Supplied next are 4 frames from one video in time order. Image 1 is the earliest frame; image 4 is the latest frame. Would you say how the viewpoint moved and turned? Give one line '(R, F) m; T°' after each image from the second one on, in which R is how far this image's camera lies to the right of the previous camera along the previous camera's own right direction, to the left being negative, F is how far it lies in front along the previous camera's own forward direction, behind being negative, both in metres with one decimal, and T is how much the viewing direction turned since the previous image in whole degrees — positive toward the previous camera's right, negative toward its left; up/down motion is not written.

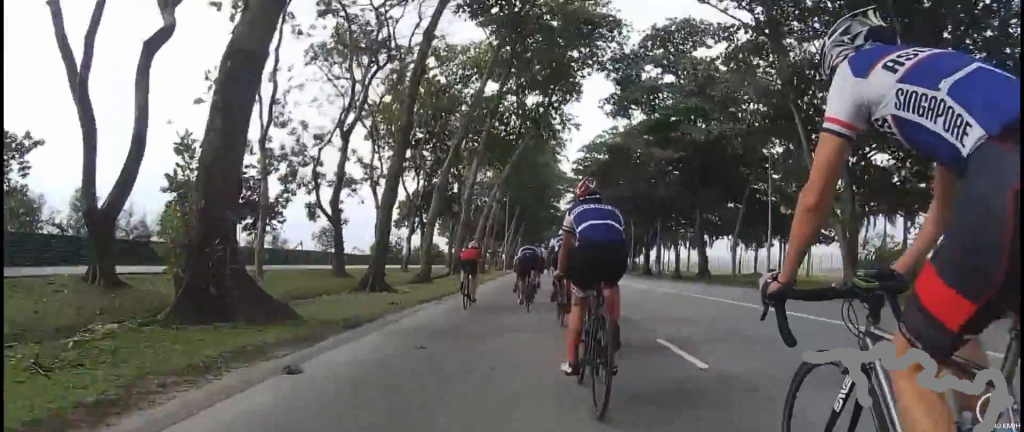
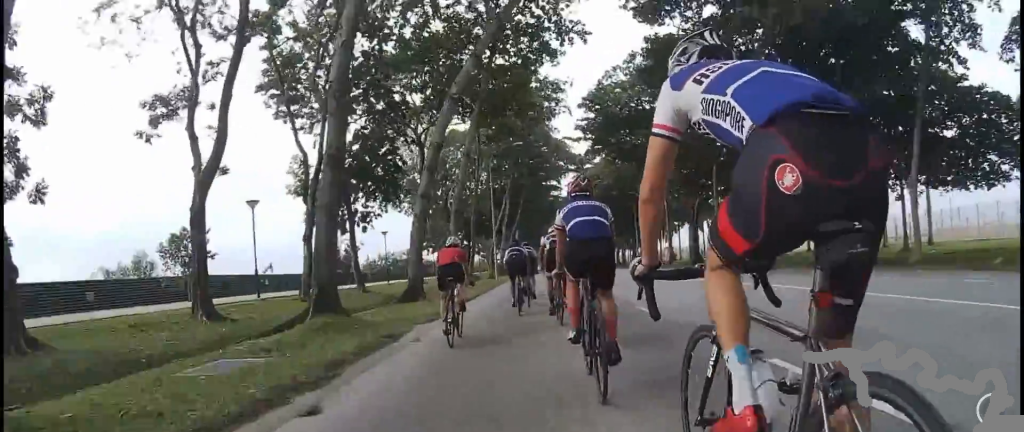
(-0.4, +21.1) m; 0°
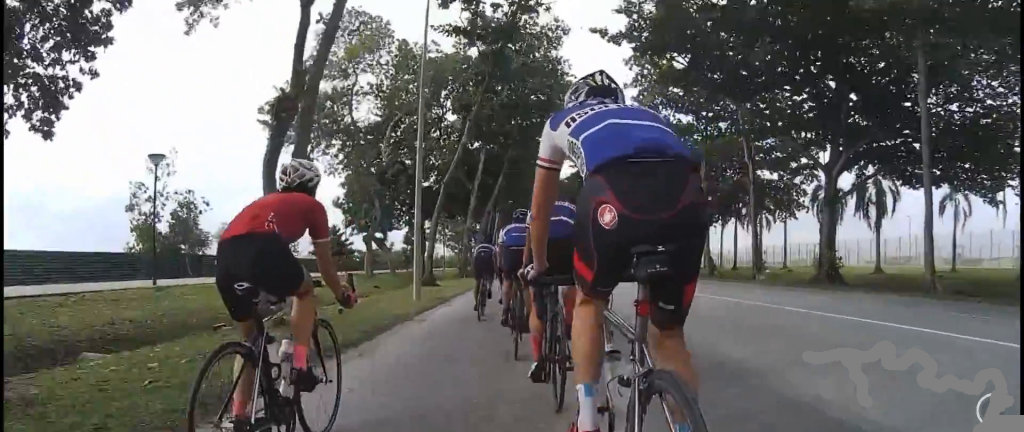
(+0.4, +25.7) m; 0°
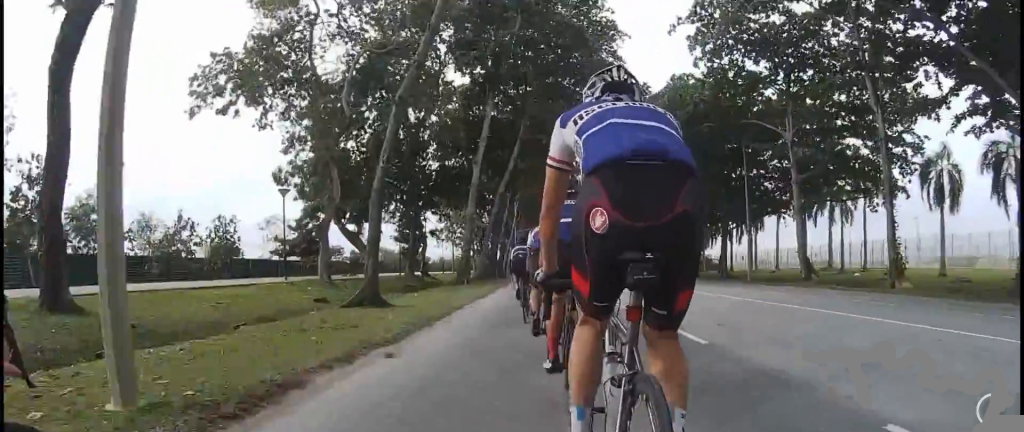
(-0.2, +12.0) m; -4°
